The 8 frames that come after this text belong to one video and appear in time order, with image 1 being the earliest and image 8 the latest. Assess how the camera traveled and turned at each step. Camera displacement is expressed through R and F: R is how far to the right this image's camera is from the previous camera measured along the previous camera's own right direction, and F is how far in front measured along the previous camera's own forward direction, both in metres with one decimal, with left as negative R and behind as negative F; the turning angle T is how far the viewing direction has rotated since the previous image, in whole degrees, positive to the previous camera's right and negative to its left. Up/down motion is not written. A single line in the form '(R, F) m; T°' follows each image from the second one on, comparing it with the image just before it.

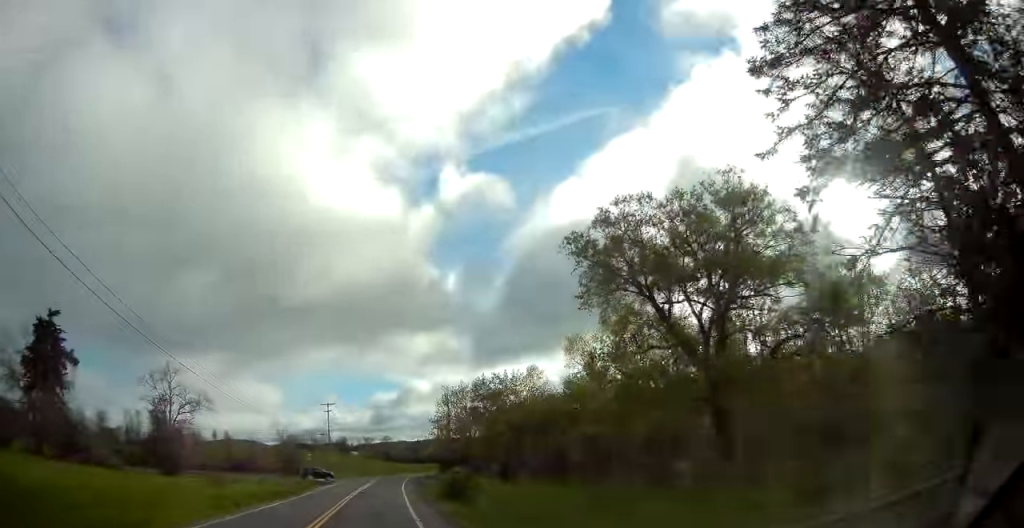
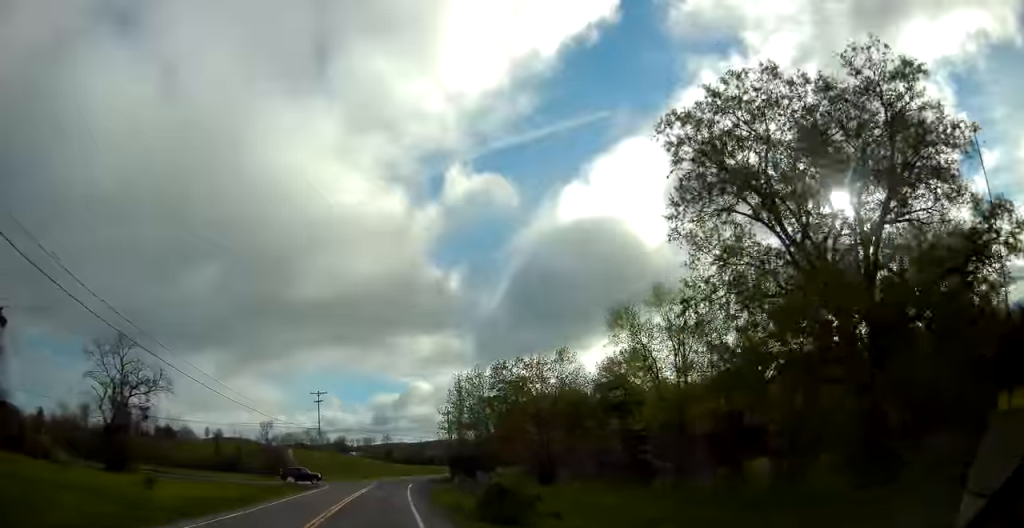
(+0.1, +13.5) m; 0°
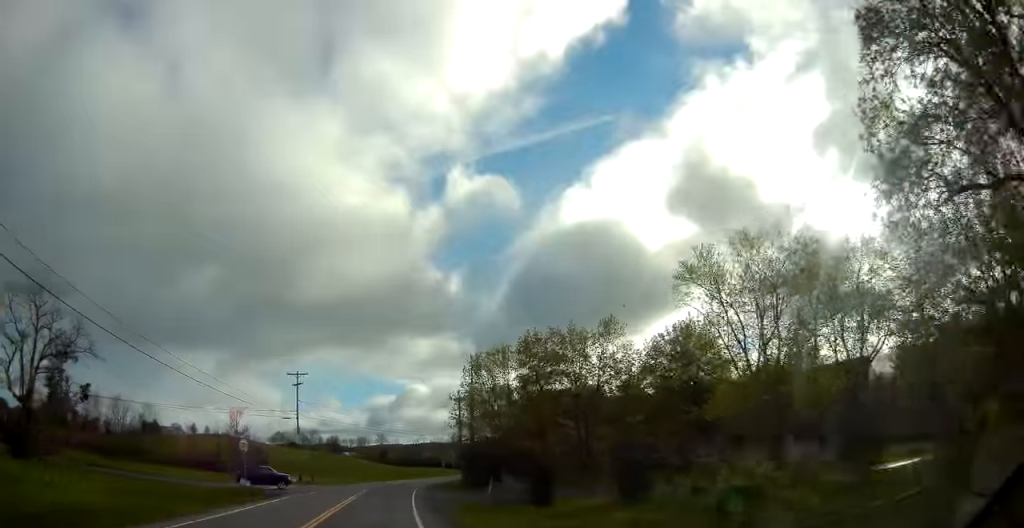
(-0.2, +15.4) m; +1°
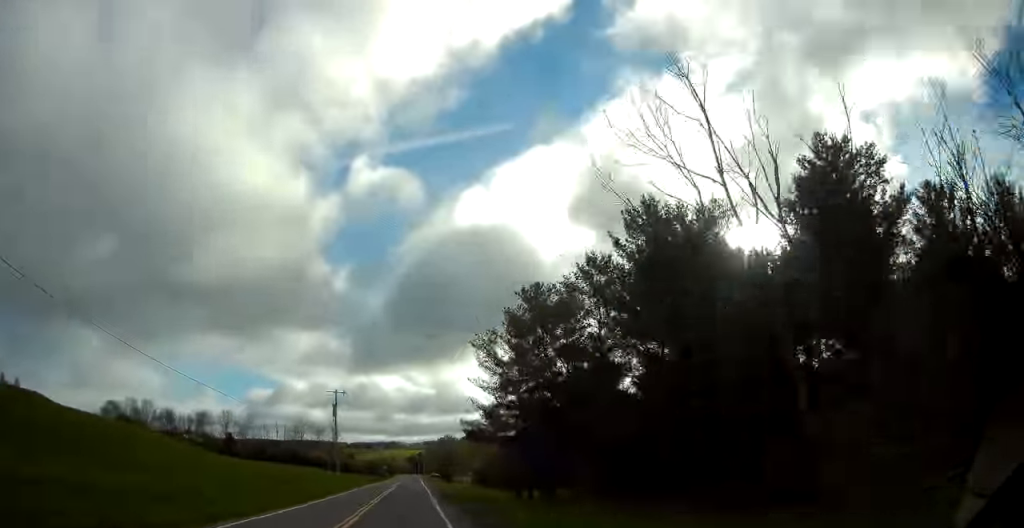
(+6.2, +87.3) m; +10°
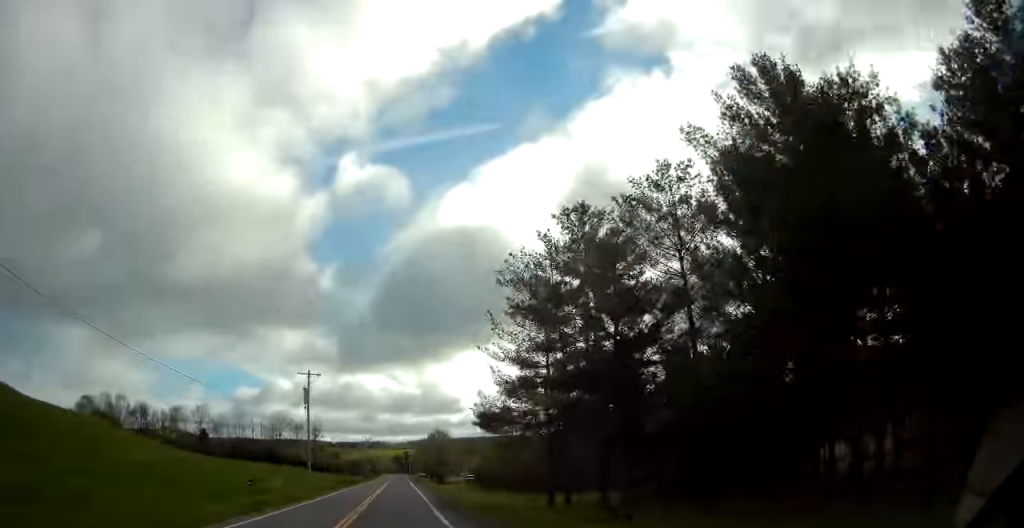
(+0.4, +12.6) m; +2°
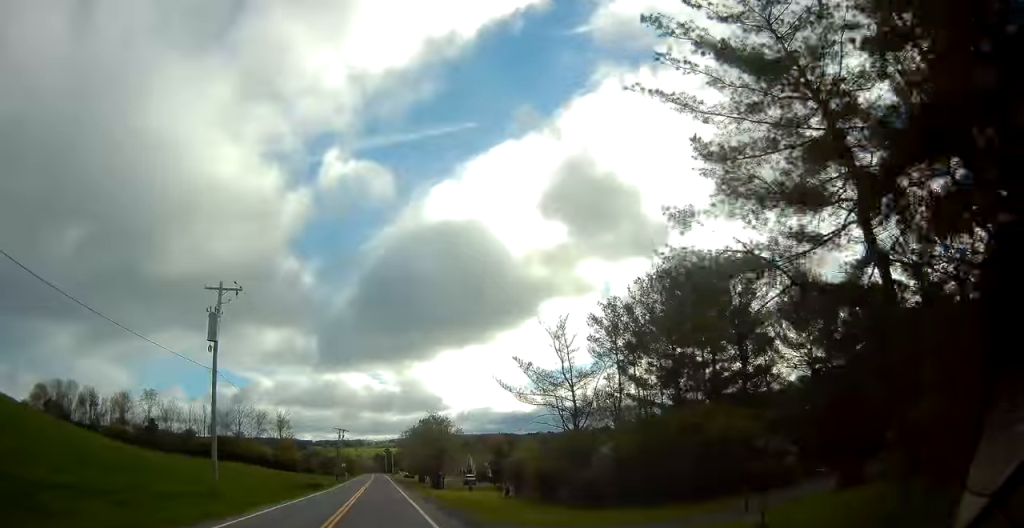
(+0.7, +26.9) m; +3°
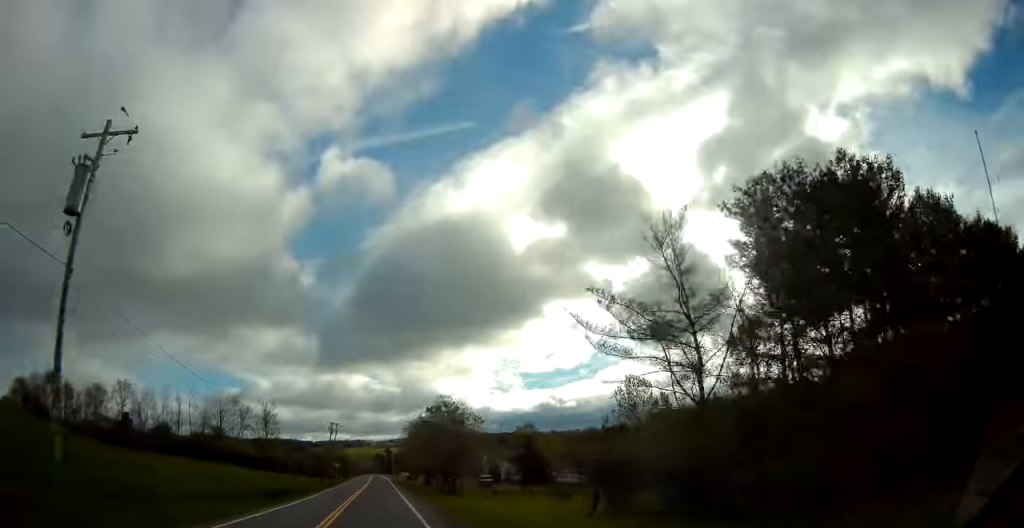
(+0.2, +16.0) m; +1°
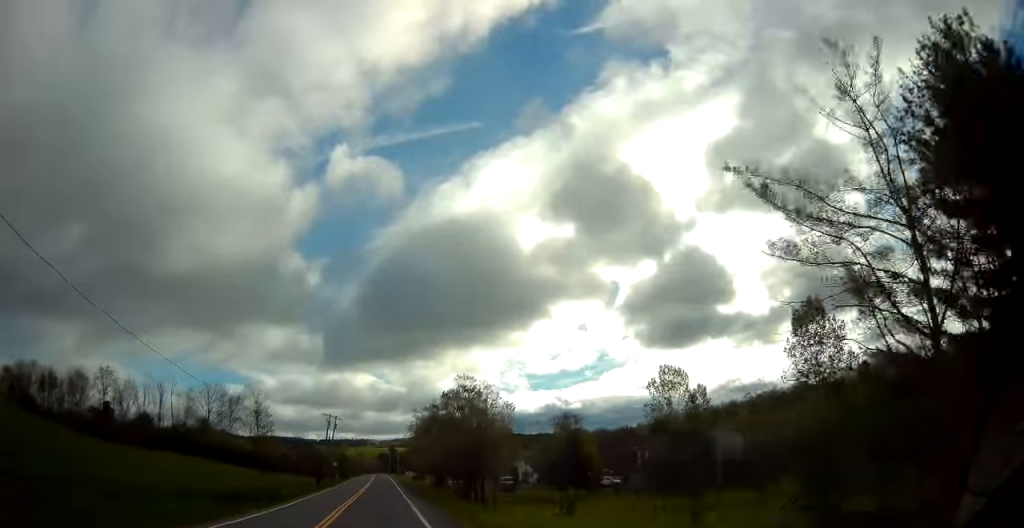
(+0.3, +11.7) m; +1°
